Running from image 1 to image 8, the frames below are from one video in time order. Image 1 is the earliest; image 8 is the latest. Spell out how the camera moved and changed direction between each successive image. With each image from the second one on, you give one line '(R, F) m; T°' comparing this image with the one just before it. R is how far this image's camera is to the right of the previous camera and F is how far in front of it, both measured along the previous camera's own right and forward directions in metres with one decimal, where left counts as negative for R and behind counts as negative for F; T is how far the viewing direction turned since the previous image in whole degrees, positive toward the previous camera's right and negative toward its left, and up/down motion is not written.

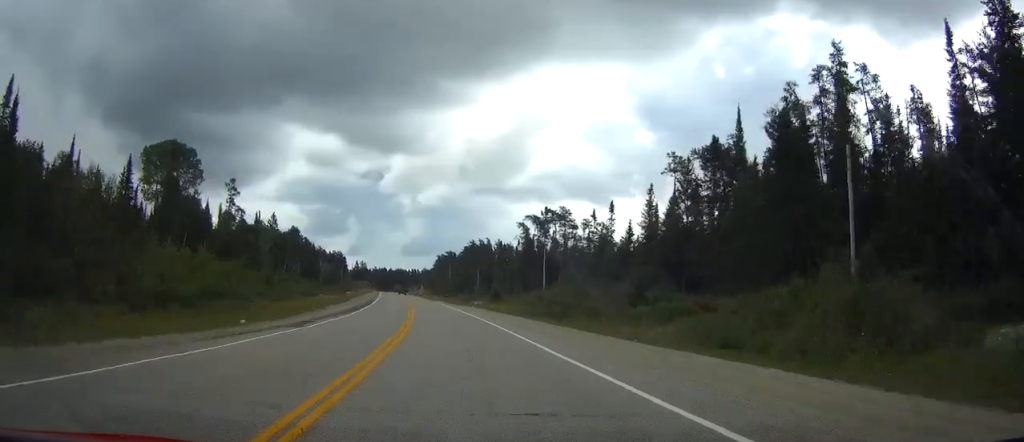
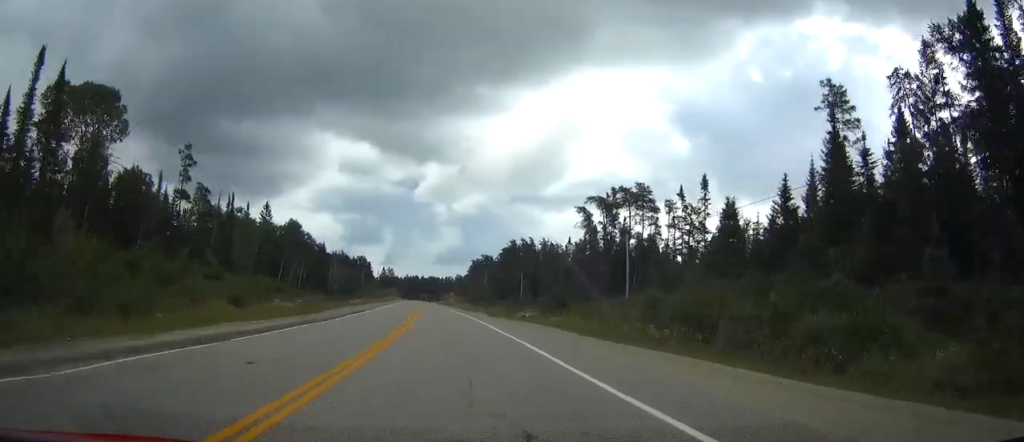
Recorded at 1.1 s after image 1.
(-1.0, +33.4) m; -2°
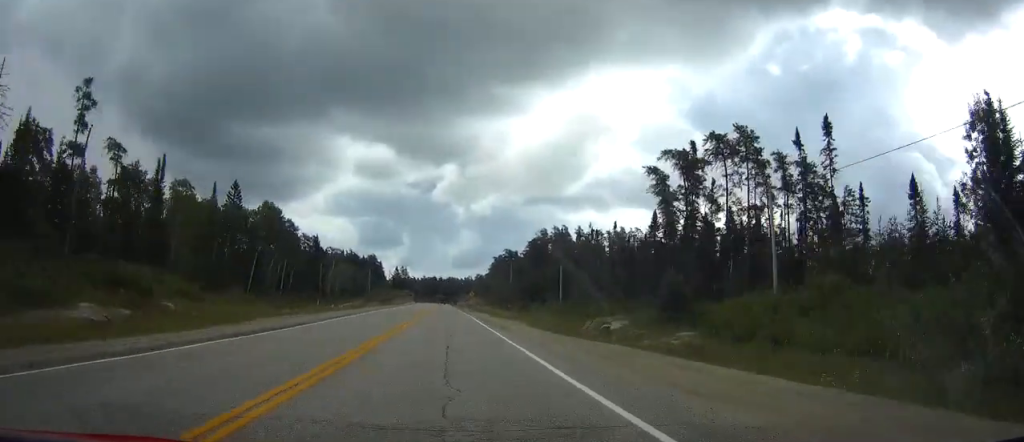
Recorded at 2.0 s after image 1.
(-0.3, +30.2) m; -1°
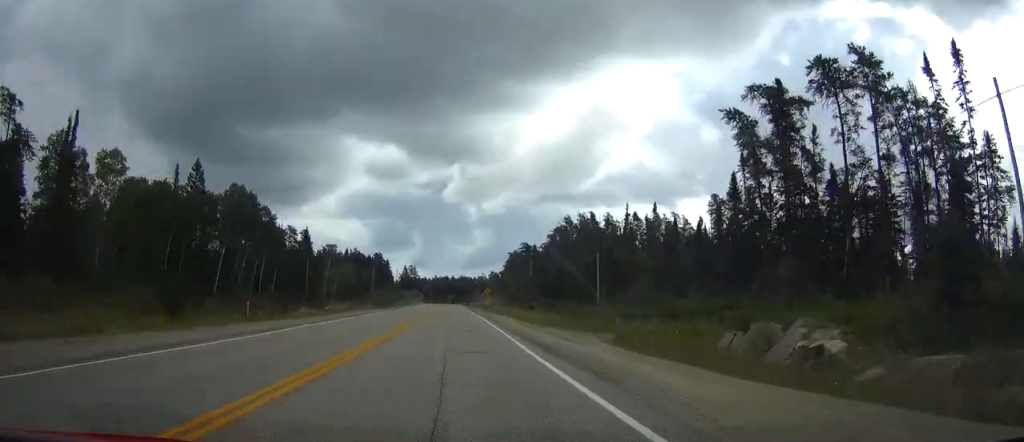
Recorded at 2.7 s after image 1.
(-0.1, +20.7) m; -1°
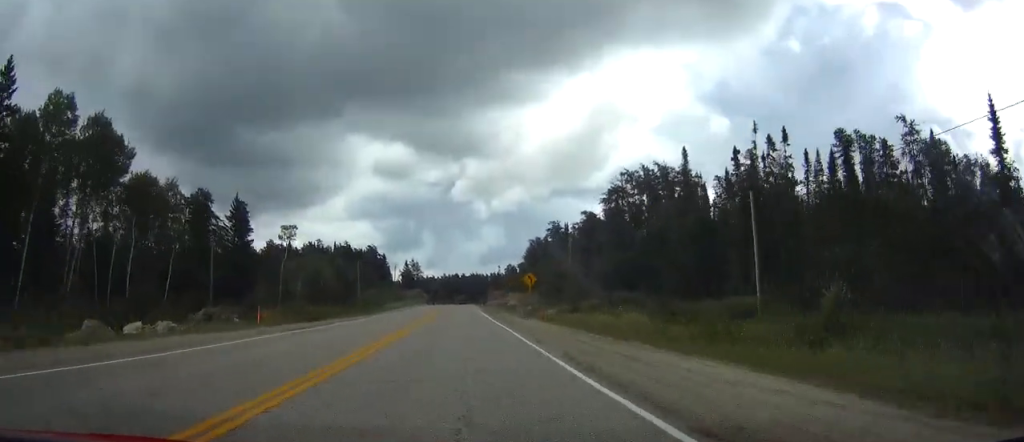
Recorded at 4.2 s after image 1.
(-0.9, +46.2) m; -1°
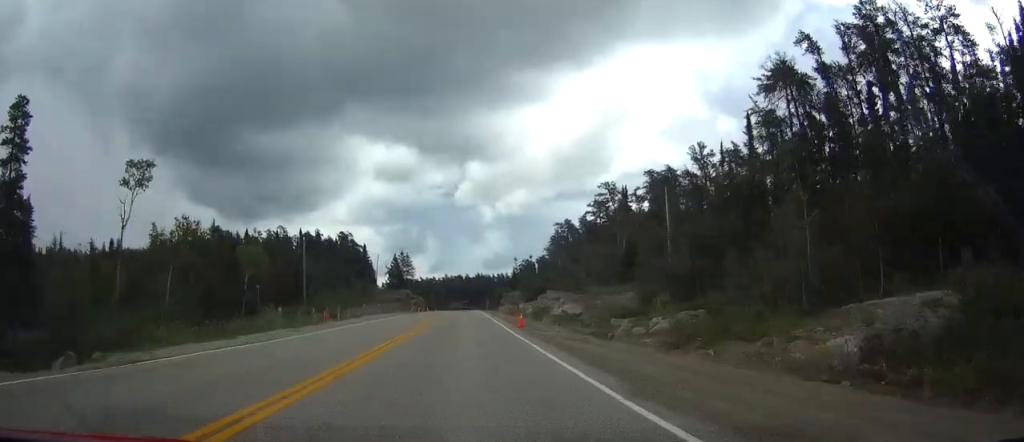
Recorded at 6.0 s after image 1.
(0.0, +55.6) m; 0°
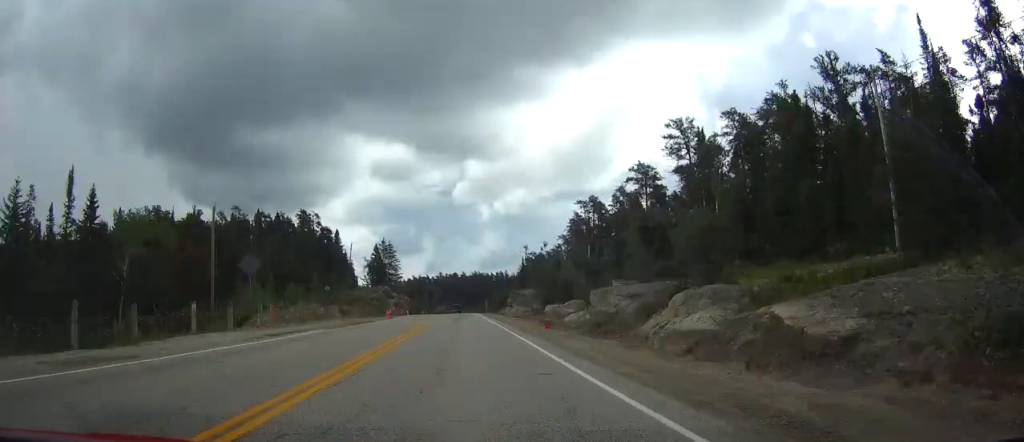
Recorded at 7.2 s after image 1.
(-0.1, +36.2) m; 0°
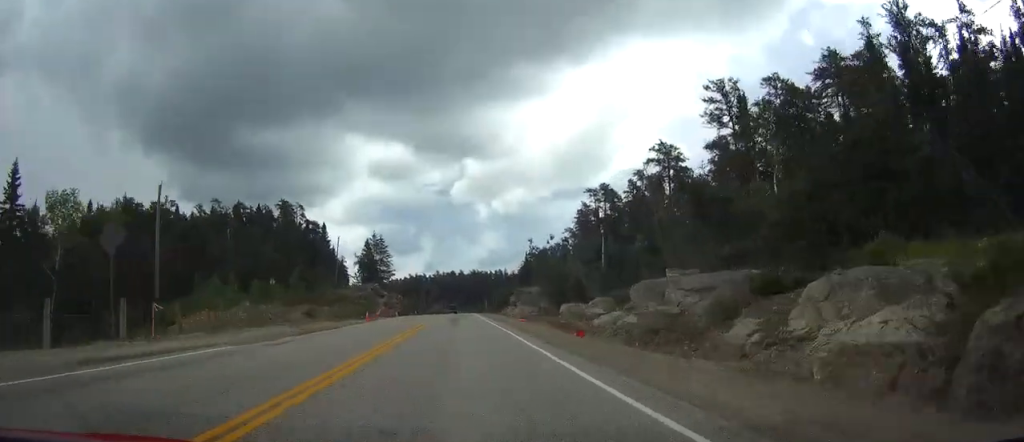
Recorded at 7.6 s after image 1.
(0.0, +12.1) m; 0°
